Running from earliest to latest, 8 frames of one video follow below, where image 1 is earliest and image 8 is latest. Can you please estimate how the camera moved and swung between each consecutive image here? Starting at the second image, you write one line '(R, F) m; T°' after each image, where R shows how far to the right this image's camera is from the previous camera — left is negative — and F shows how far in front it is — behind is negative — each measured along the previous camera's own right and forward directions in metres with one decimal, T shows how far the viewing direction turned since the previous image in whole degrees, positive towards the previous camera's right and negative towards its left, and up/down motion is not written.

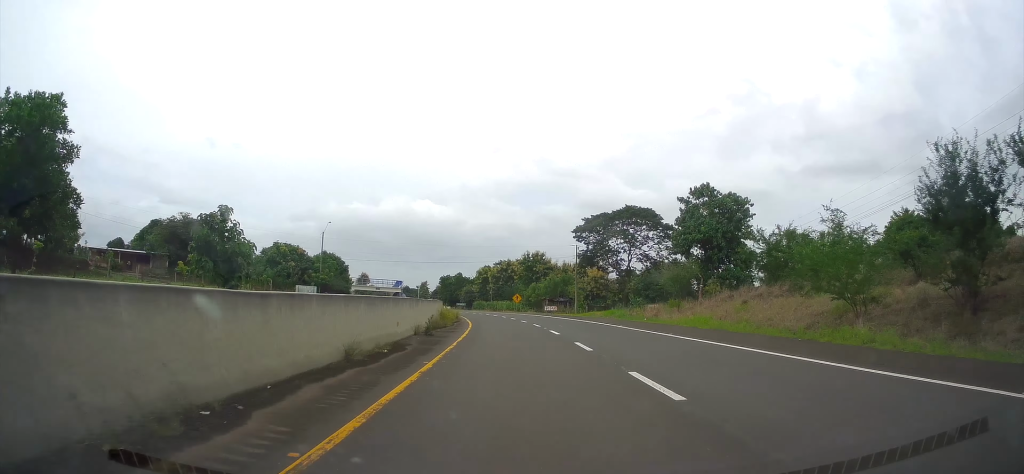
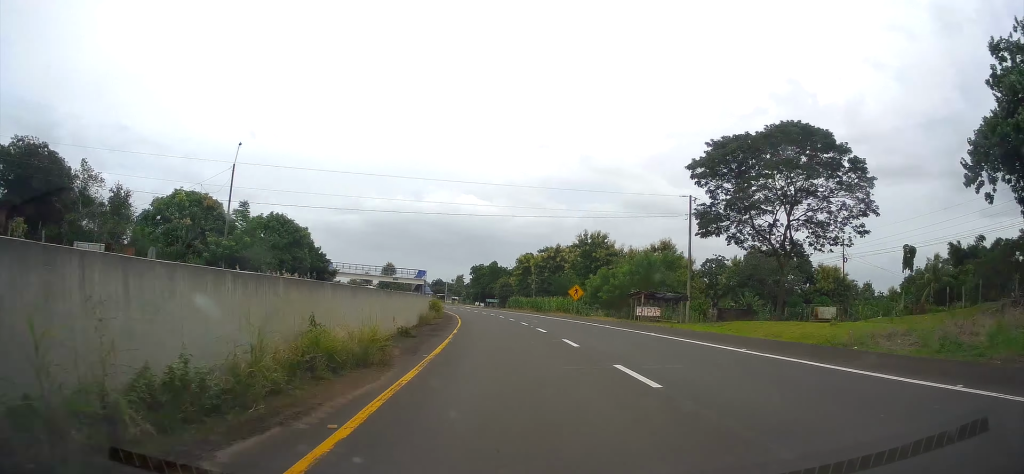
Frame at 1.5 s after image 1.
(-0.1, +38.6) m; -3°
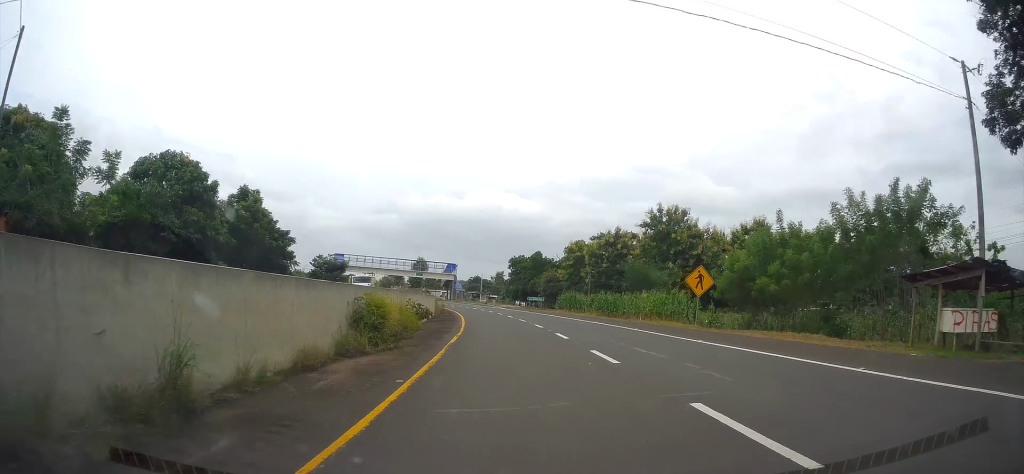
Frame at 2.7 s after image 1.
(-1.1, +28.7) m; -4°
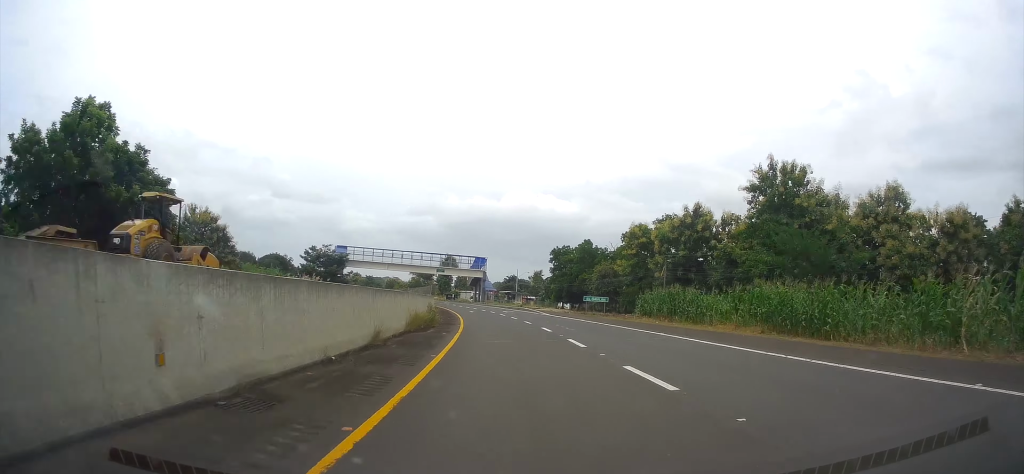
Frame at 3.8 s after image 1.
(-0.3, +28.3) m; -4°
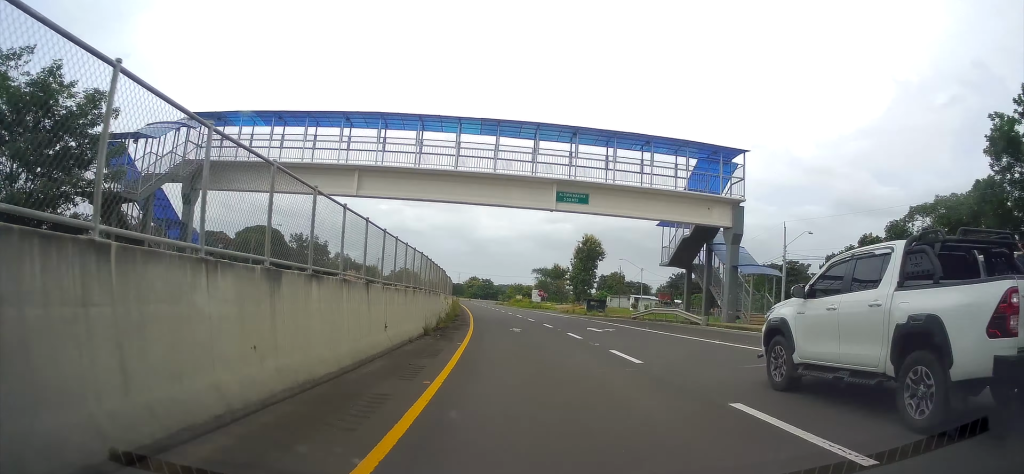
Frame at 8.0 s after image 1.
(-12.0, +92.5) m; -13°
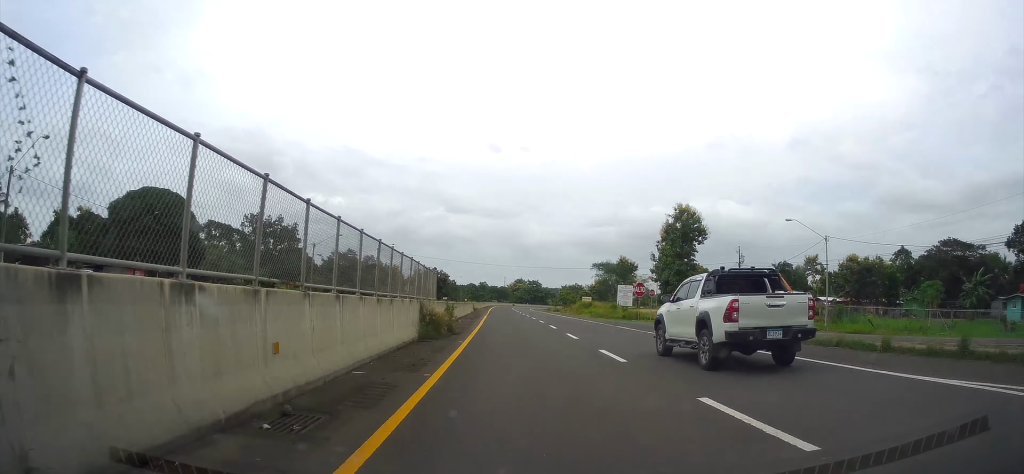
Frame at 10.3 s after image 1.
(-2.1, +47.5) m; -5°
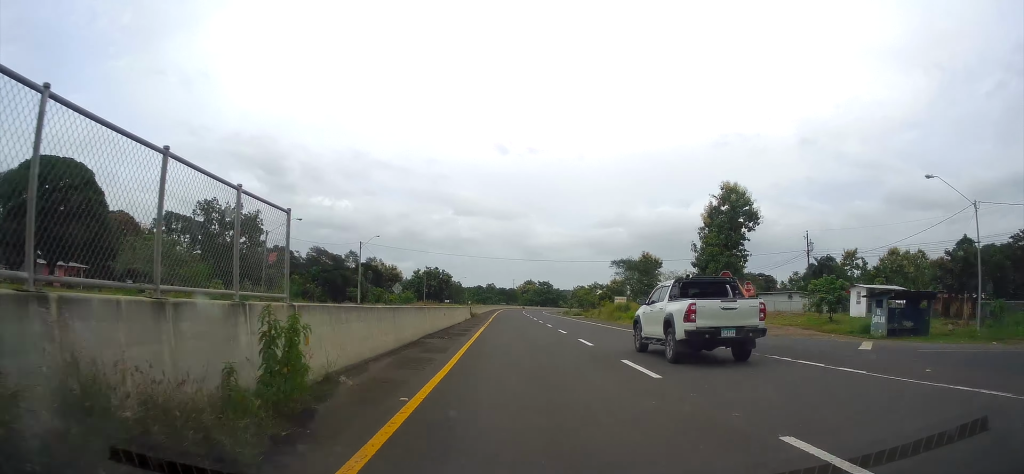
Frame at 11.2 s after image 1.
(-0.6, +19.1) m; -2°
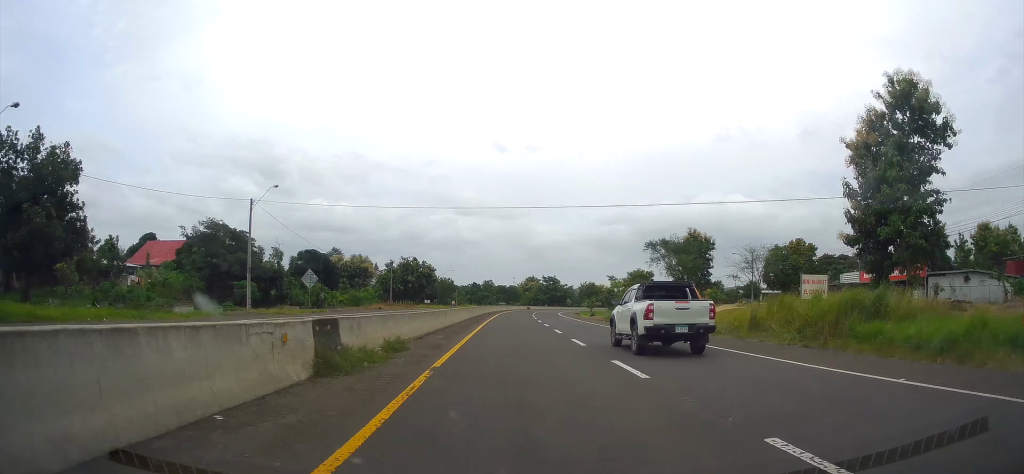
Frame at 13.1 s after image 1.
(-1.2, +39.9) m; -2°
